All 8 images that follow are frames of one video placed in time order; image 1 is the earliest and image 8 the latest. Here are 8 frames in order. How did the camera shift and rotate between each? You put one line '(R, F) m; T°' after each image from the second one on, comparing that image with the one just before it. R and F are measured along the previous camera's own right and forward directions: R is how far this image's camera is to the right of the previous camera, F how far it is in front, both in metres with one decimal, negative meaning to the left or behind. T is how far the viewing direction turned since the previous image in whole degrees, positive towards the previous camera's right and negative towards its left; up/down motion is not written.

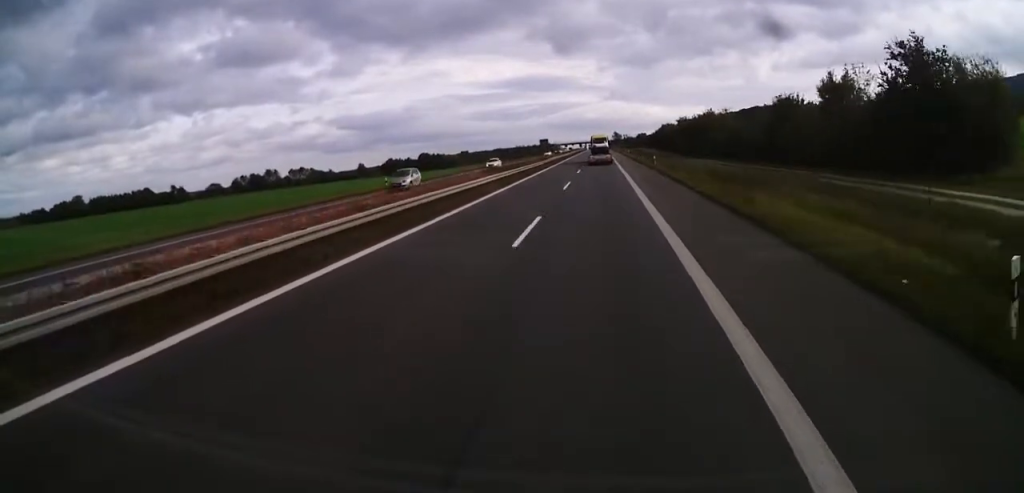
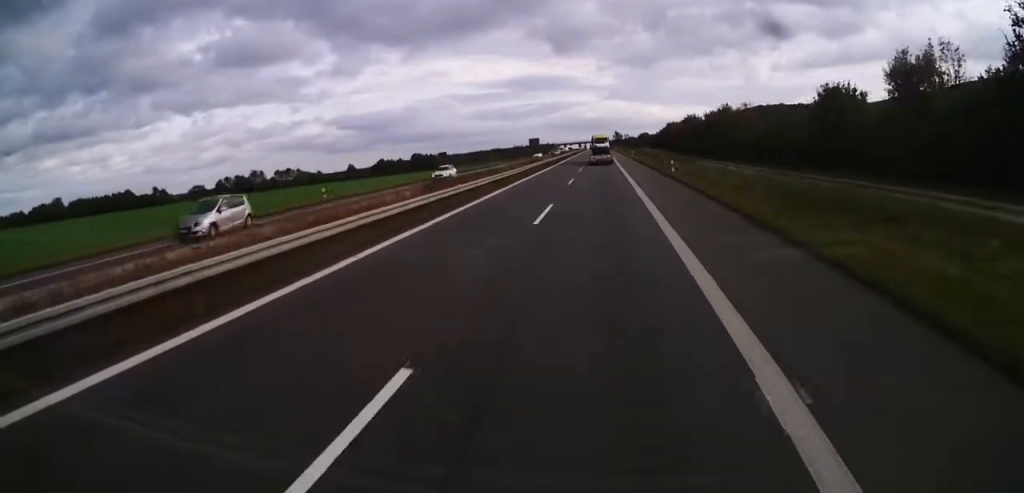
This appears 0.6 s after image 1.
(+0.1, +13.9) m; 0°
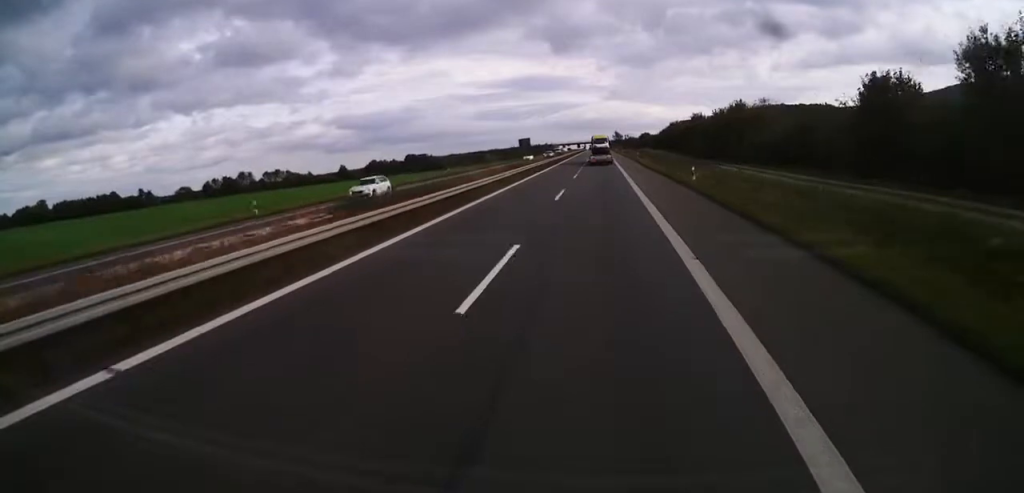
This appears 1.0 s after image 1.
(0.0, +9.8) m; 0°
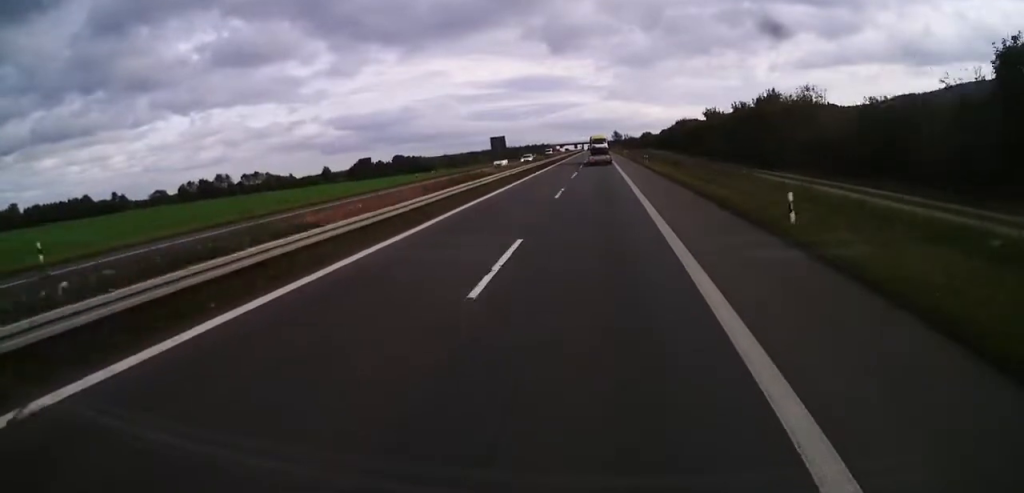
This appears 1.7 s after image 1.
(-0.1, +17.1) m; 0°
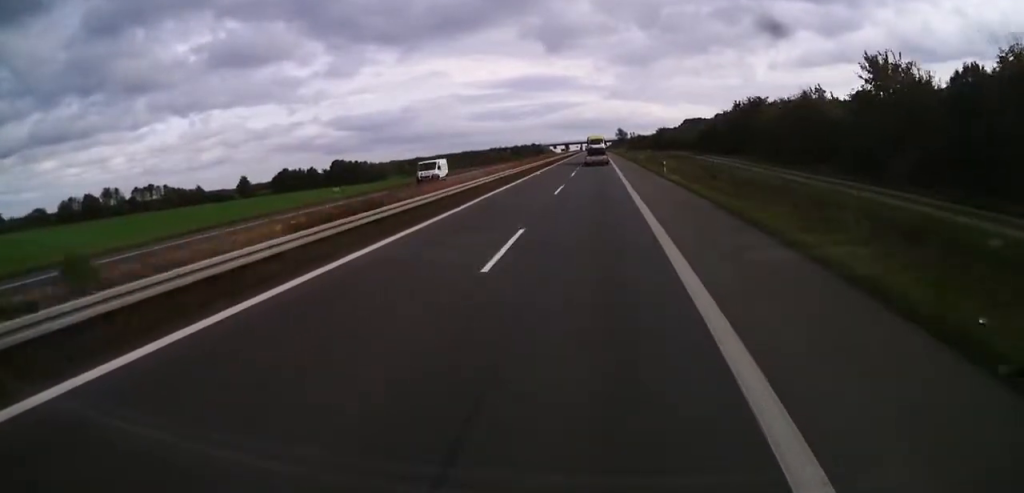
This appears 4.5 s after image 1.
(-0.5, +70.4) m; 0°
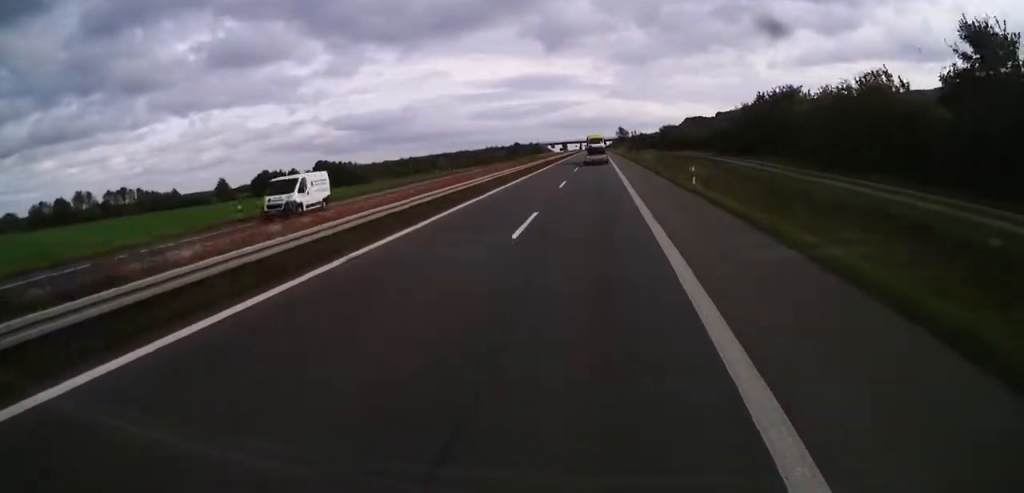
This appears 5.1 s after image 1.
(+0.2, +13.9) m; 0°
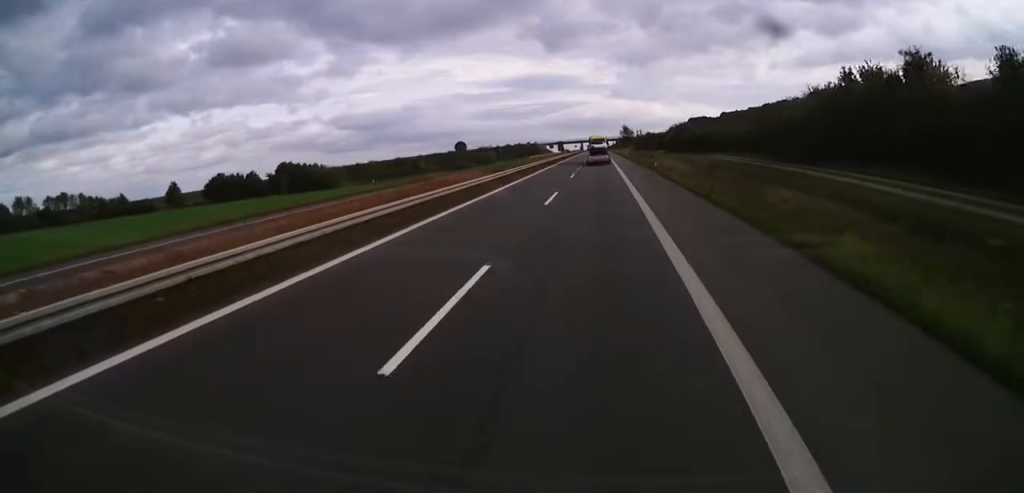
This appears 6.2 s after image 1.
(-0.7, +27.6) m; 0°
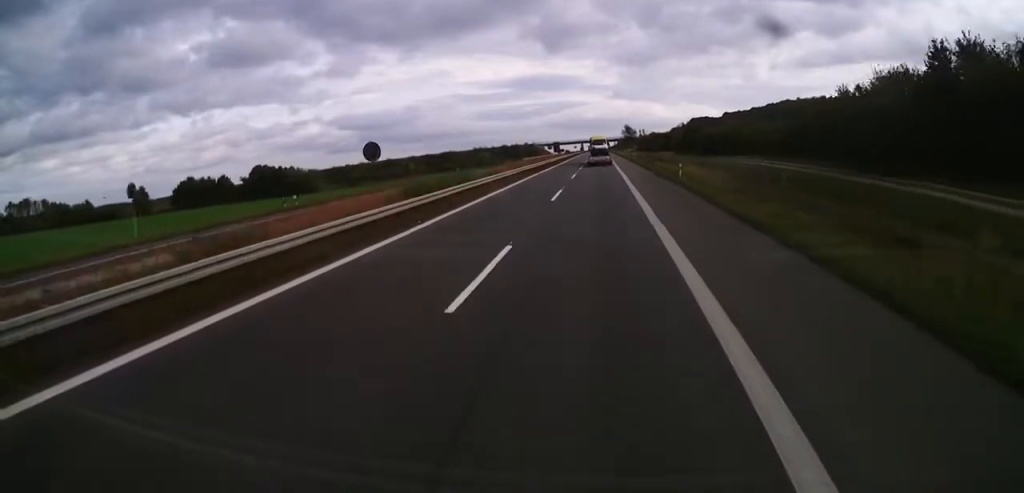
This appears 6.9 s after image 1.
(+0.3, +15.4) m; +1°
